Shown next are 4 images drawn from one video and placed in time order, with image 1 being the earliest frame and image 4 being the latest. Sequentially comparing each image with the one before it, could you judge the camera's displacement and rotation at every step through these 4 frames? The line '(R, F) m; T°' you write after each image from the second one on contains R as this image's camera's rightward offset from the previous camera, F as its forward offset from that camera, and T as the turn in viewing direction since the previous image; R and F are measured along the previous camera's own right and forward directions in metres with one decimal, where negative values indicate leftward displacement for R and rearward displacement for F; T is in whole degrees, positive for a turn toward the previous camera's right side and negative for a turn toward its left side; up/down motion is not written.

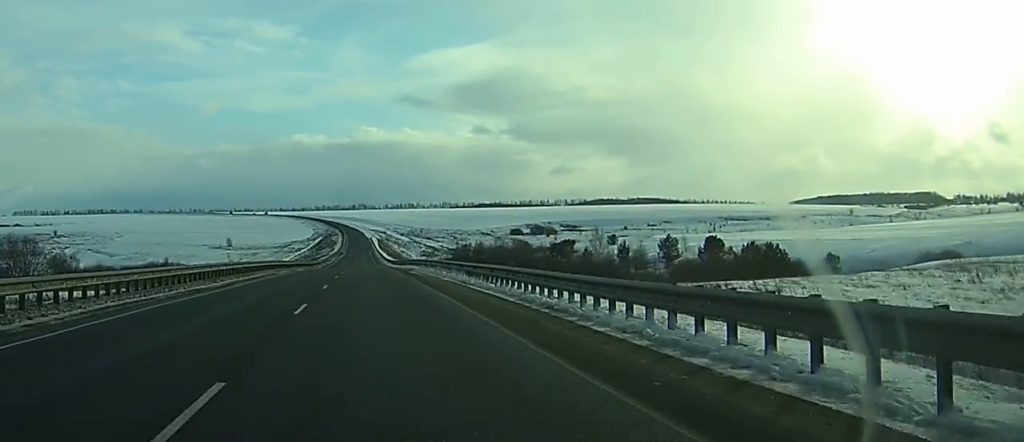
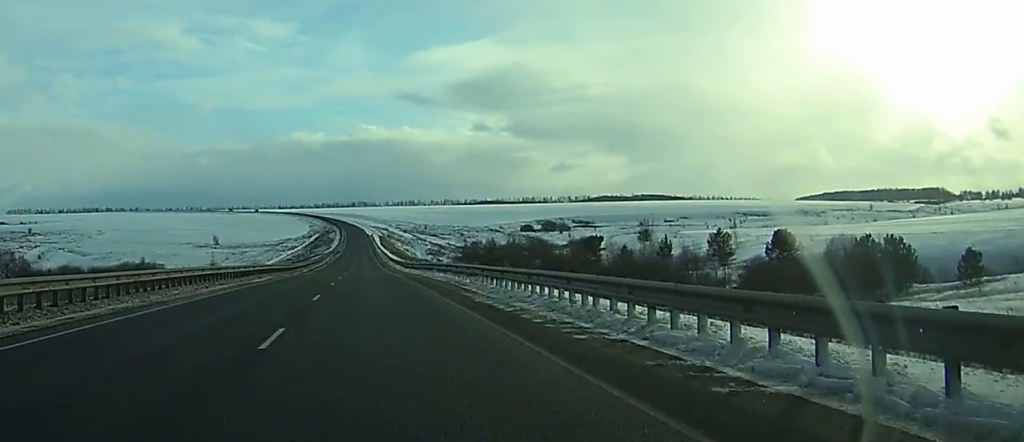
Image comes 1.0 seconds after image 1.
(0.0, +29.1) m; 0°
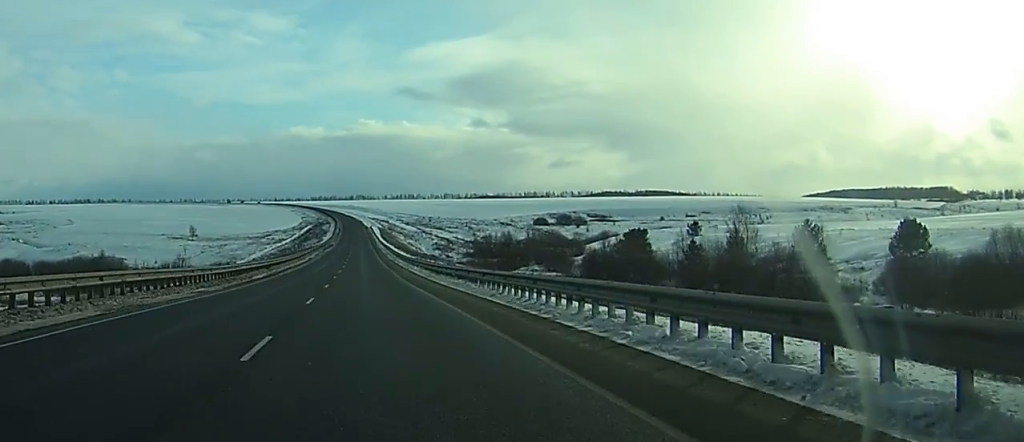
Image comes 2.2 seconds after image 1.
(-0.2, +36.4) m; 0°
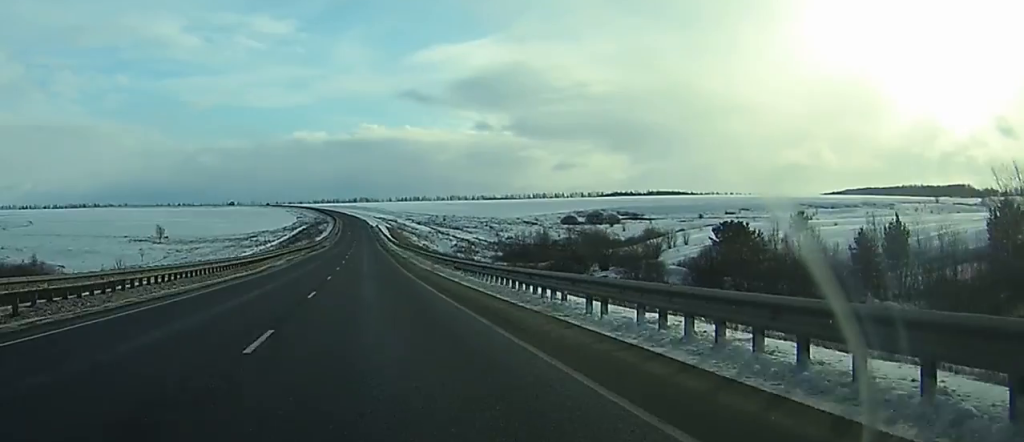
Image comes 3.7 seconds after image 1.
(+0.2, +47.1) m; 0°
